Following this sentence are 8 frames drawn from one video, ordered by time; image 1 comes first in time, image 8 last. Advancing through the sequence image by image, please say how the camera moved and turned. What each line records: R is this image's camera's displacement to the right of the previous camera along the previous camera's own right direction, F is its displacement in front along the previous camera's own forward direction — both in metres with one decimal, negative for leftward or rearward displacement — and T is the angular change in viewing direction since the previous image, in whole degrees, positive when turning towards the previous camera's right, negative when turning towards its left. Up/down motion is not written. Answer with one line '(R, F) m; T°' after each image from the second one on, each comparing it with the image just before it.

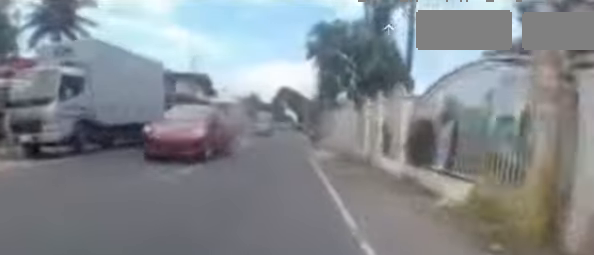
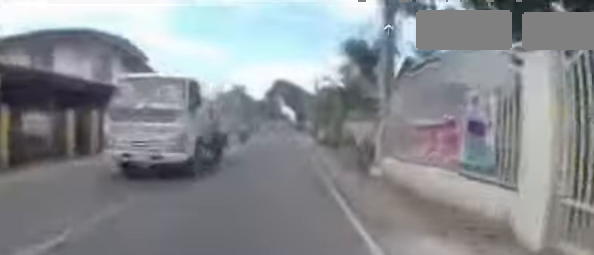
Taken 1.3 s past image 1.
(+0.3, +13.9) m; +3°
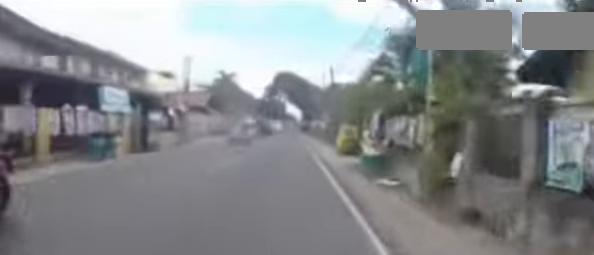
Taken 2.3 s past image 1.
(+0.1, +10.9) m; 0°
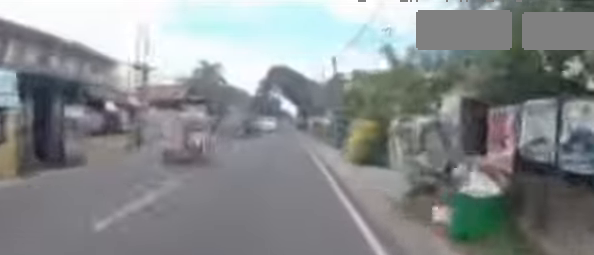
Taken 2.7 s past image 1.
(0.0, +4.5) m; 0°
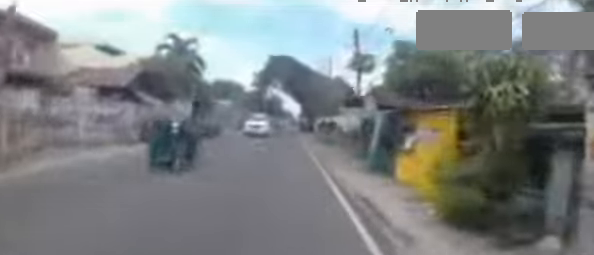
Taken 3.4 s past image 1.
(0.0, +7.7) m; 0°
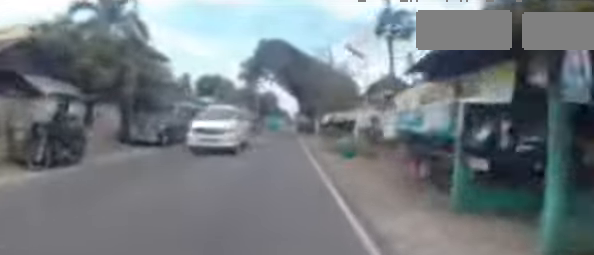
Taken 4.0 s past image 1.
(0.0, +6.9) m; -2°
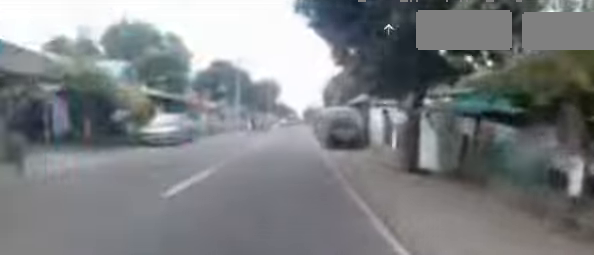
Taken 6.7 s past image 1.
(-0.1, +30.2) m; +2°
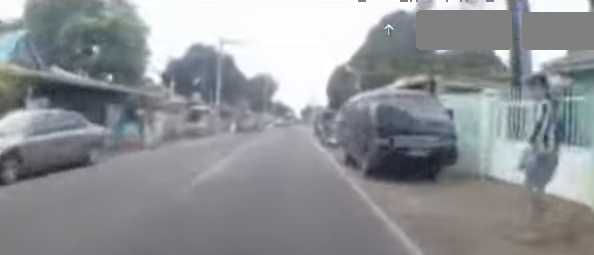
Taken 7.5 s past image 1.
(0.0, +8.2) m; +1°
